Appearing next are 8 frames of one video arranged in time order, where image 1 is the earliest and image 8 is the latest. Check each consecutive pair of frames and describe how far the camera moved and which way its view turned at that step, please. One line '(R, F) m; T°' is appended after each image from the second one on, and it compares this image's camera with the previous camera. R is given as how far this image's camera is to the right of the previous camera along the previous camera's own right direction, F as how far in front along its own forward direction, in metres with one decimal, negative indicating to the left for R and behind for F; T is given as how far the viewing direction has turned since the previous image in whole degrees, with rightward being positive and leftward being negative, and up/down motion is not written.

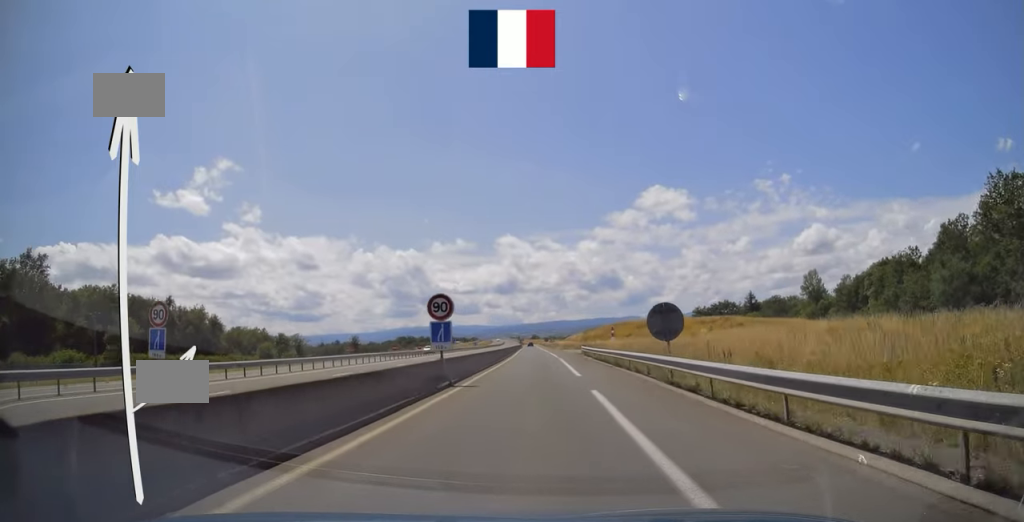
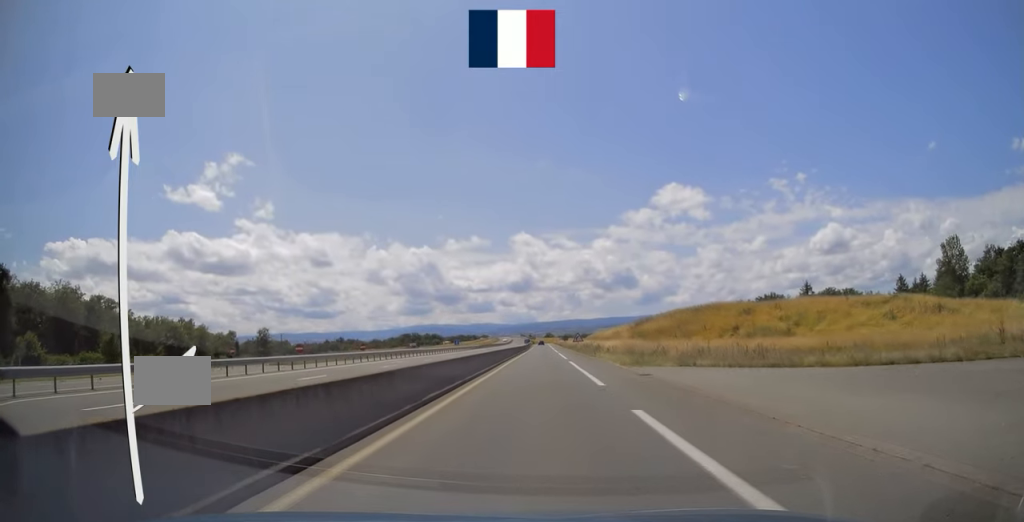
(-1.4, +57.5) m; -2°
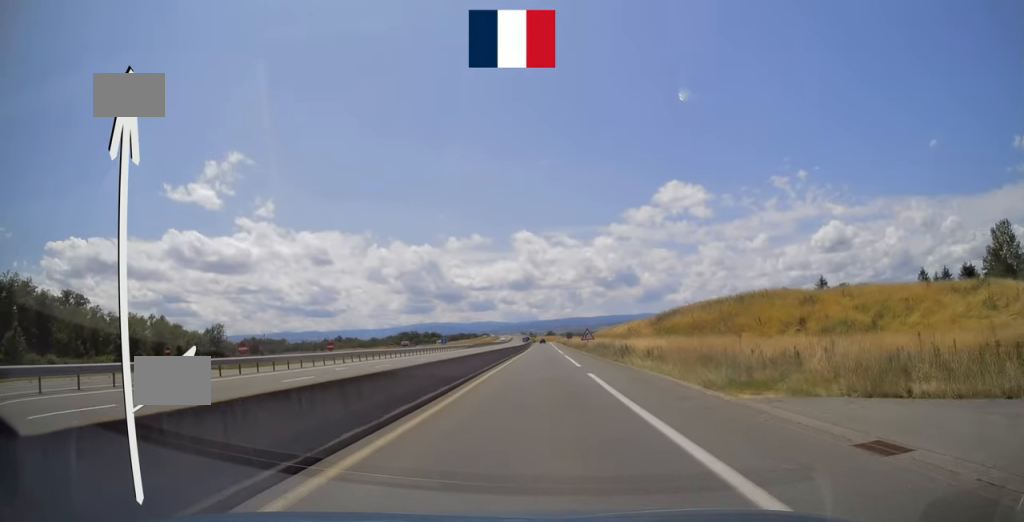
(+0.2, +15.0) m; 0°
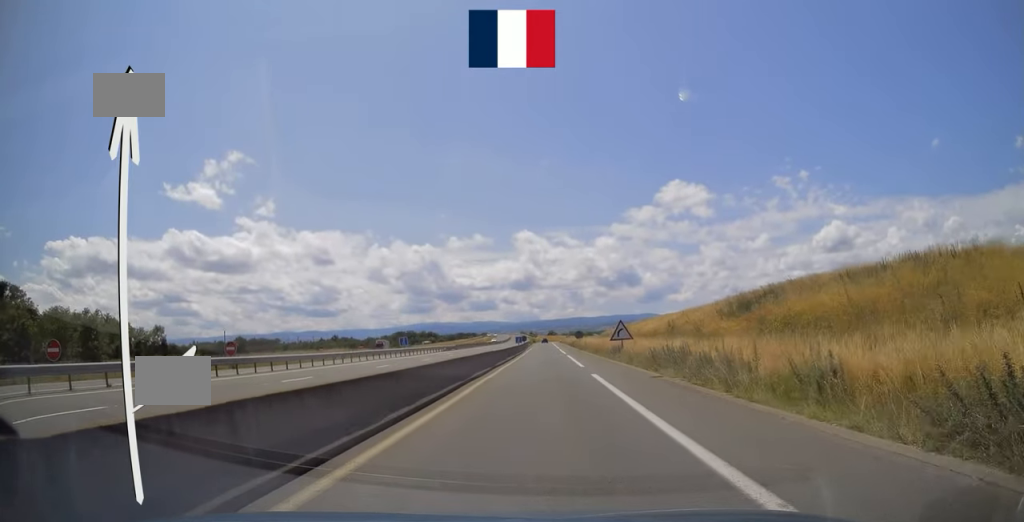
(-0.3, +27.0) m; -1°
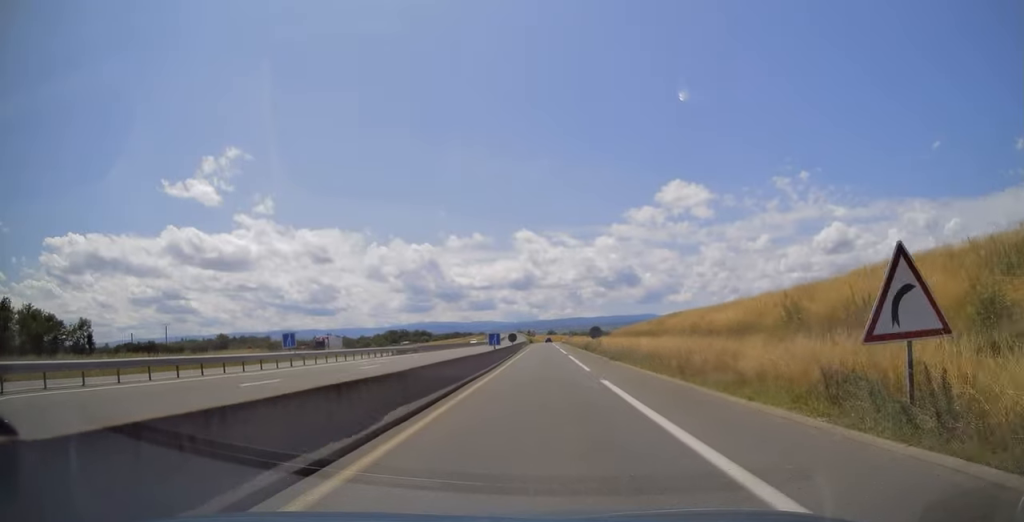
(-0.2, +29.7) m; 0°
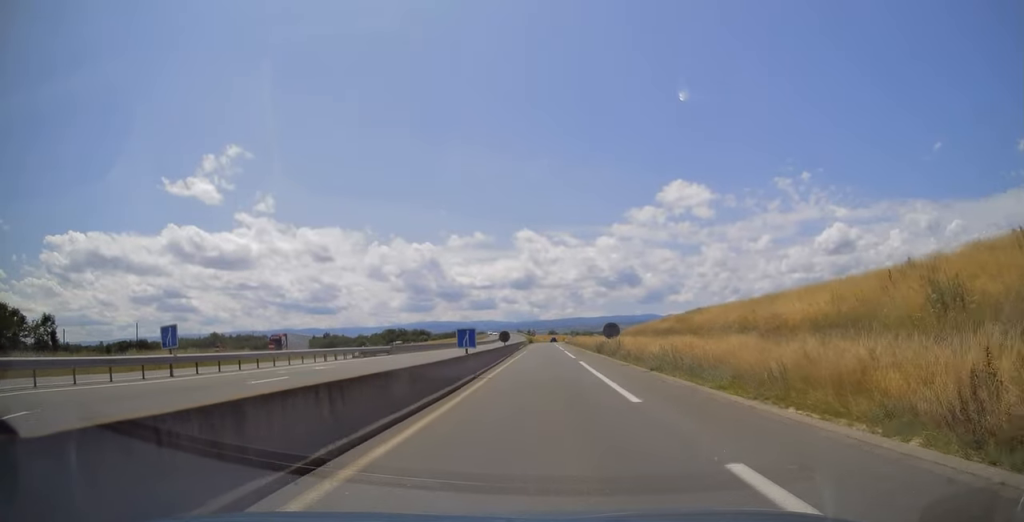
(0.0, +12.7) m; 0°
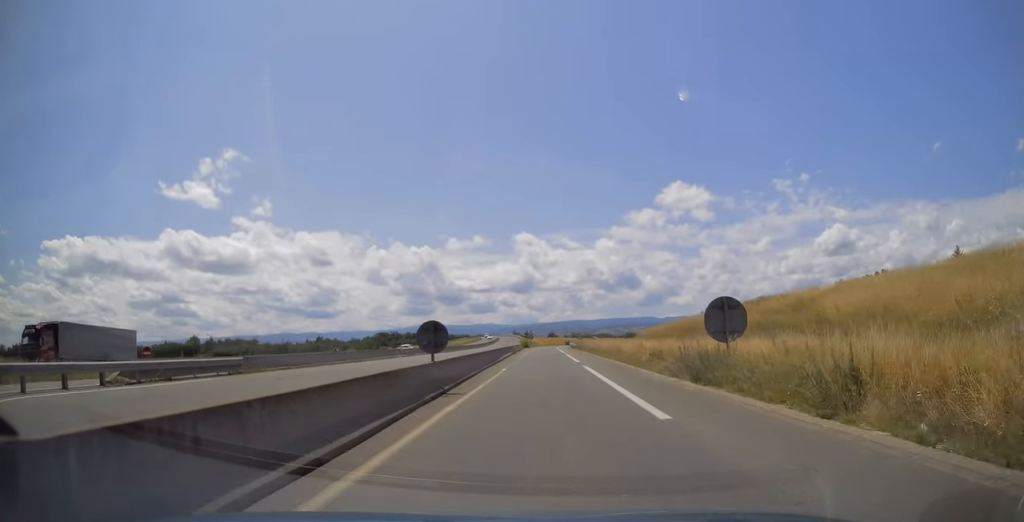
(0.0, +28.9) m; 0°
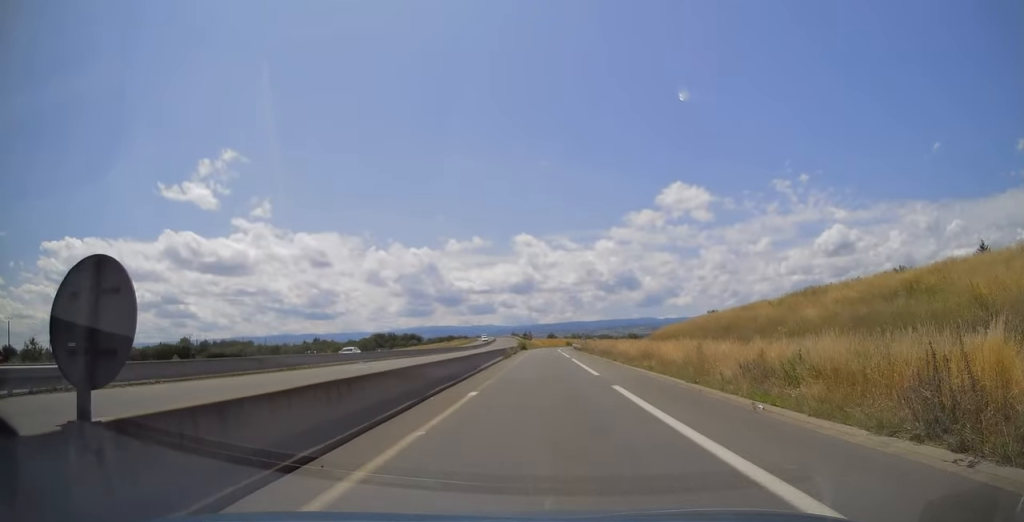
(-0.3, +12.9) m; 0°
